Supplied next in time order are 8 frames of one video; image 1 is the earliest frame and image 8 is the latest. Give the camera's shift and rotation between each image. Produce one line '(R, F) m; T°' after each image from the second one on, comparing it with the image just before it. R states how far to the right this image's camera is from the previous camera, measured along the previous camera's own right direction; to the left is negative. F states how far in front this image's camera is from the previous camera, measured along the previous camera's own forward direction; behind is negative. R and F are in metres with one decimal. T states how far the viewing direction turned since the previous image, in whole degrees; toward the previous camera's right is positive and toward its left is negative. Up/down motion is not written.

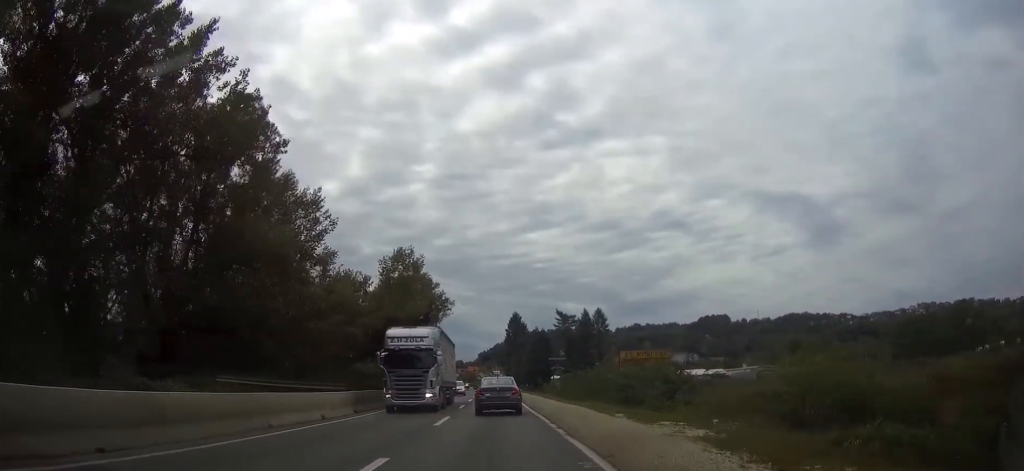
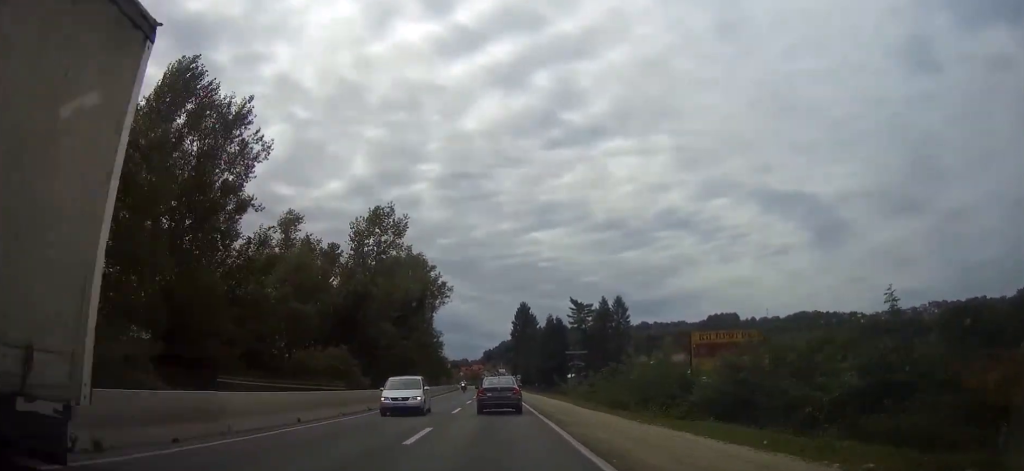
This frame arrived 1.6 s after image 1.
(-0.1, +21.1) m; -1°
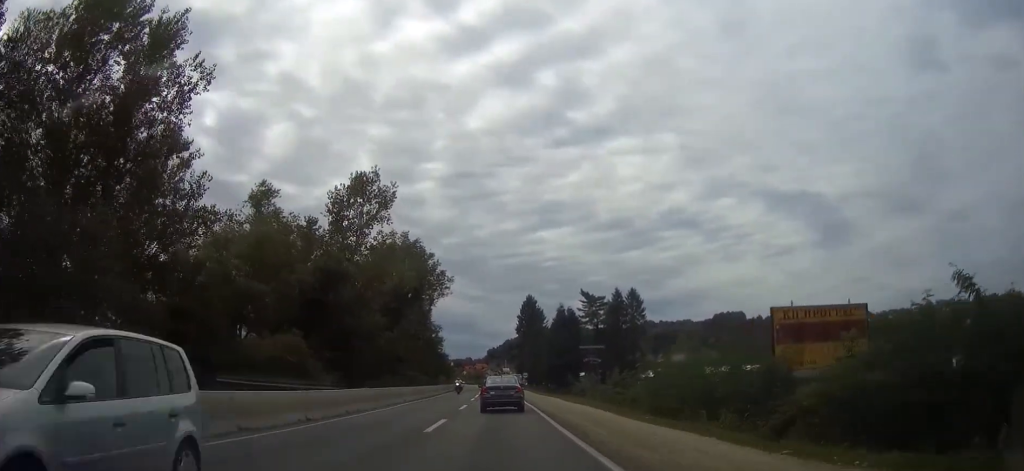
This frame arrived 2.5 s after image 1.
(-0.1, +11.5) m; 0°
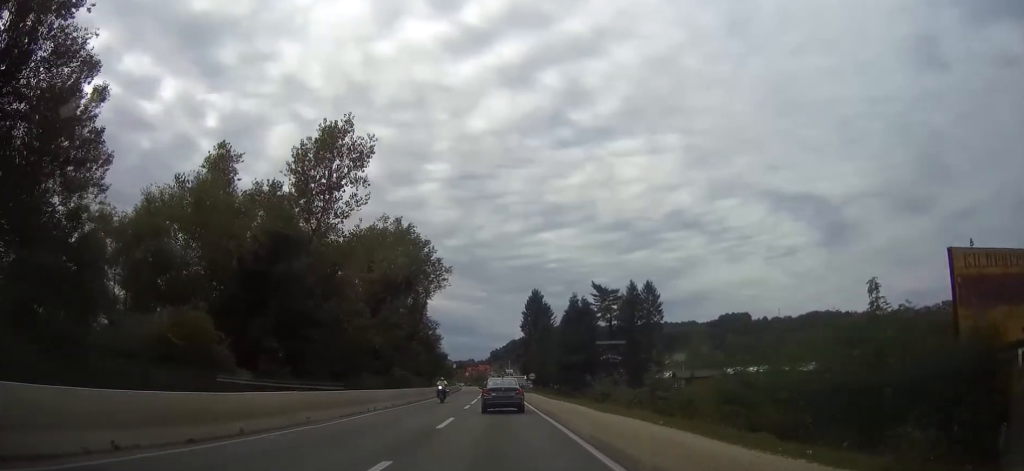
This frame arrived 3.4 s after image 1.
(0.0, +12.2) m; 0°
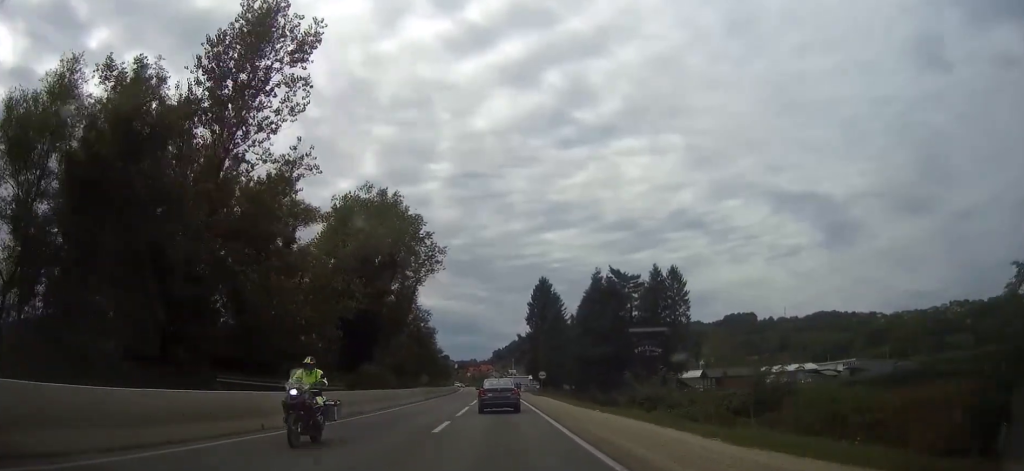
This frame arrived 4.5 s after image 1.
(0.0, +16.4) m; 0°
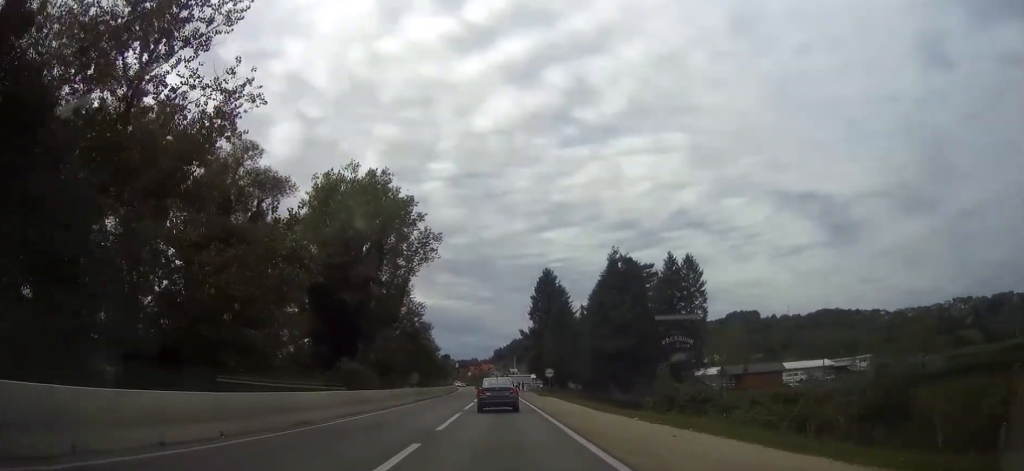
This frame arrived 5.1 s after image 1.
(0.0, +8.7) m; 0°
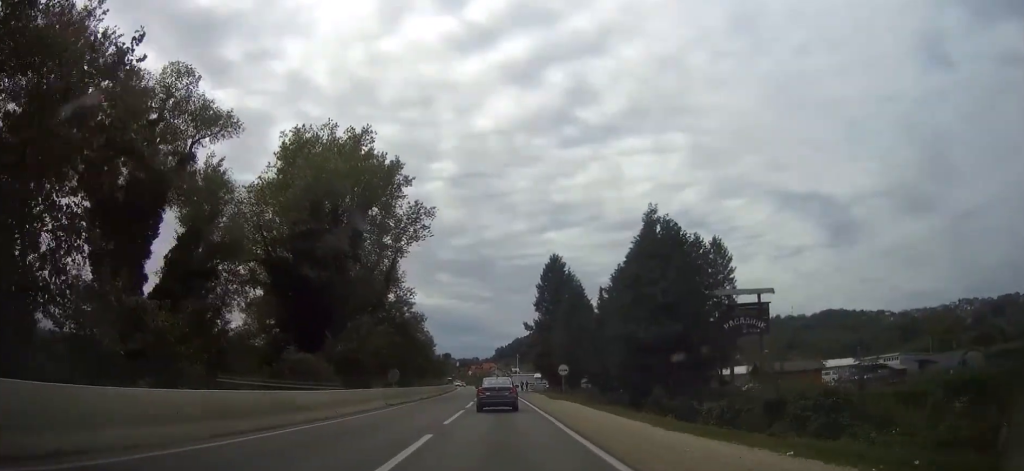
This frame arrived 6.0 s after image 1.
(0.0, +12.3) m; 0°
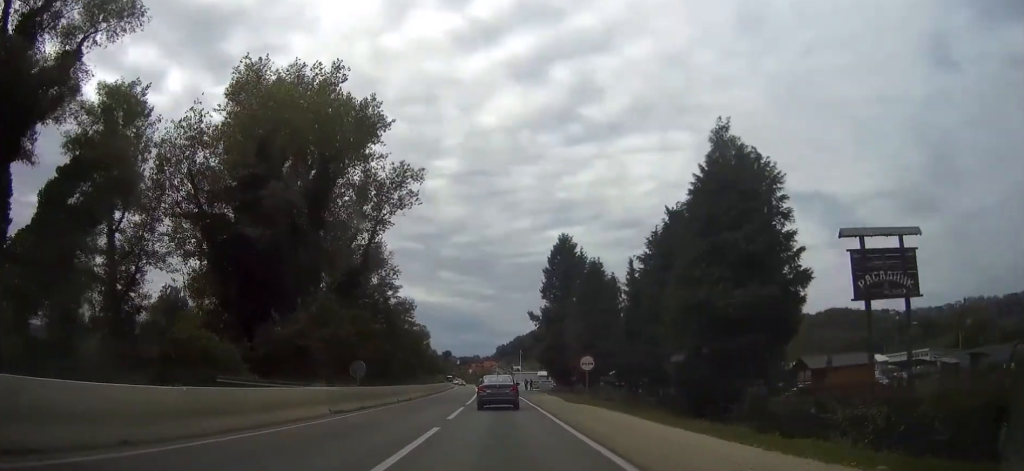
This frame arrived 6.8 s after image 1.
(0.0, +12.8) m; 0°
